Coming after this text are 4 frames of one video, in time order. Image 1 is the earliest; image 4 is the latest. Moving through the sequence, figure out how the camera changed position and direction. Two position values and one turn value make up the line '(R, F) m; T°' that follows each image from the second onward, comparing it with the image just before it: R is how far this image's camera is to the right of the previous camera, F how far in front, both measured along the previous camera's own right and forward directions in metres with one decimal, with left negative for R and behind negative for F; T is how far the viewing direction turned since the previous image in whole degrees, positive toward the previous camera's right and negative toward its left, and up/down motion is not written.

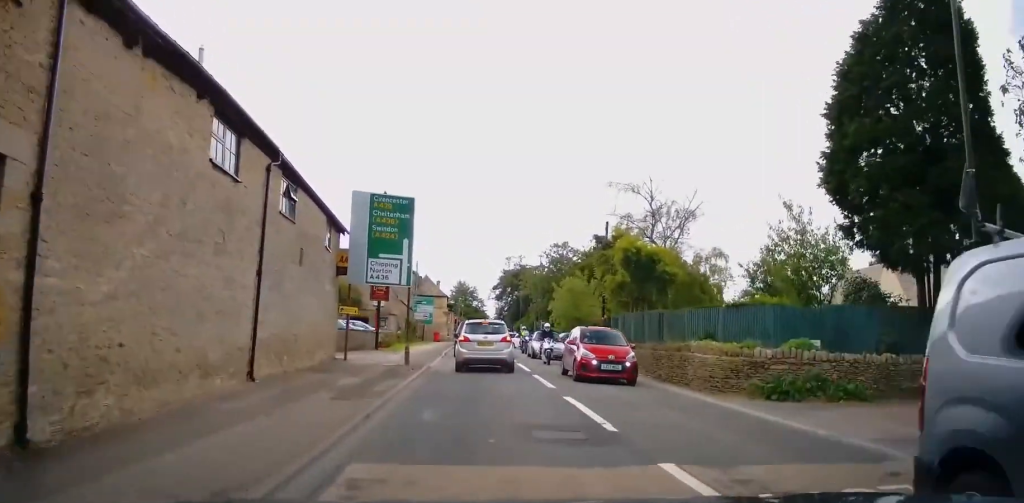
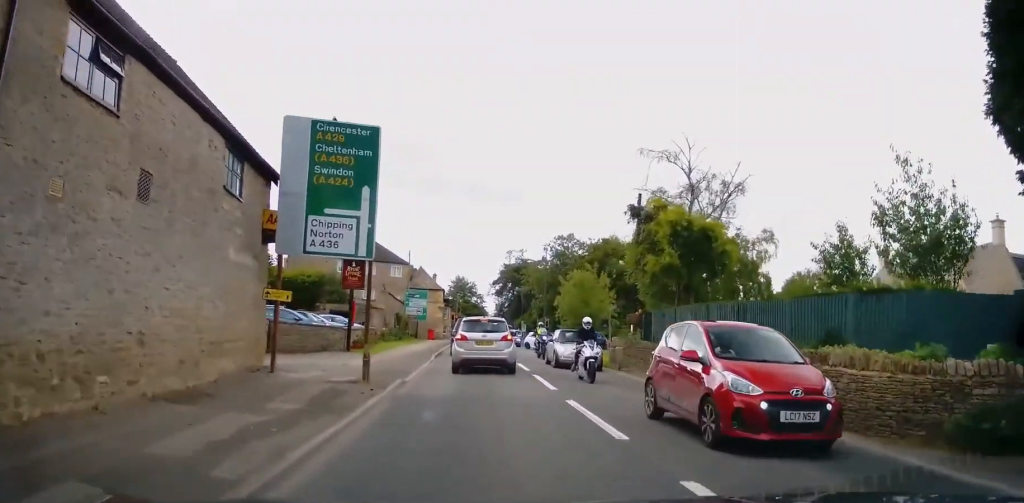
(-0.1, +7.3) m; +1°
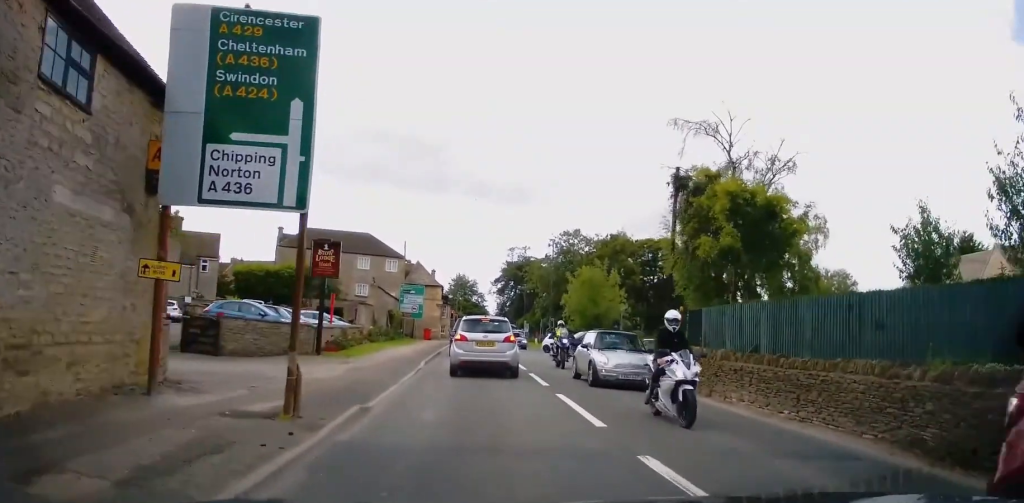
(+0.2, +5.2) m; 0°
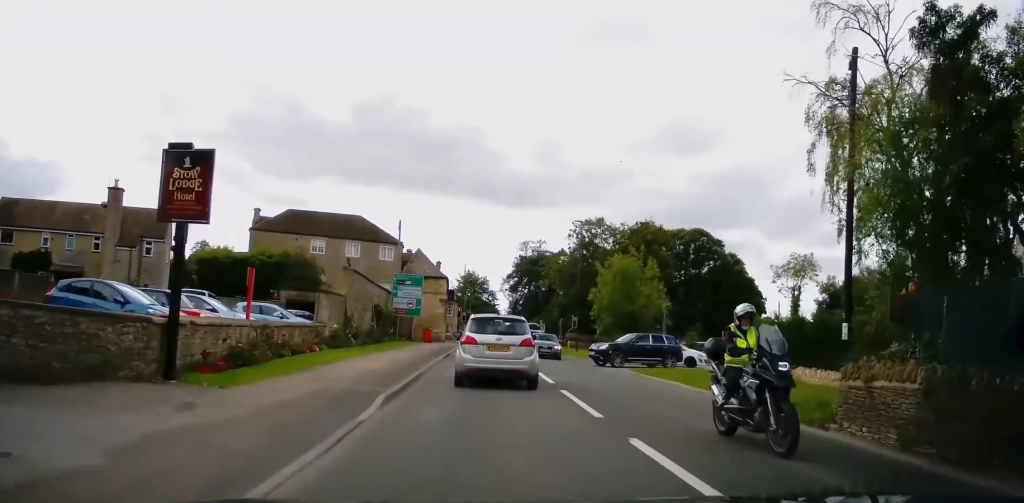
(-0.3, +11.8) m; -2°
